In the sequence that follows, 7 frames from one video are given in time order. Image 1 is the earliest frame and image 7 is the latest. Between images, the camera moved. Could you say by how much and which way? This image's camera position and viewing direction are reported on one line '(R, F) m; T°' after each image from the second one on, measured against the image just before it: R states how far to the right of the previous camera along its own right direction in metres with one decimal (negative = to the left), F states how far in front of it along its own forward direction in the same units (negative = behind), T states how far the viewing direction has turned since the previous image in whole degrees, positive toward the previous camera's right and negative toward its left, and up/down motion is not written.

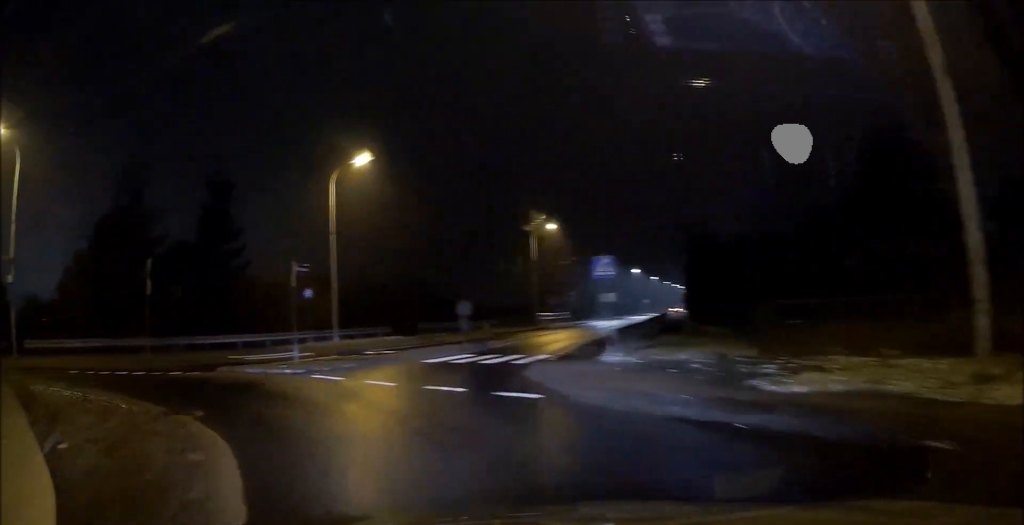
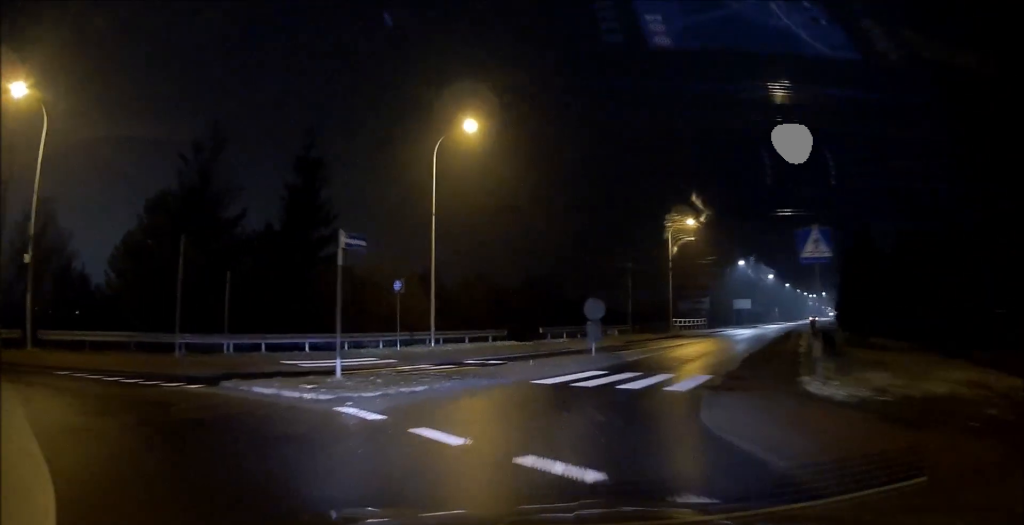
(-0.8, +5.8) m; -11°
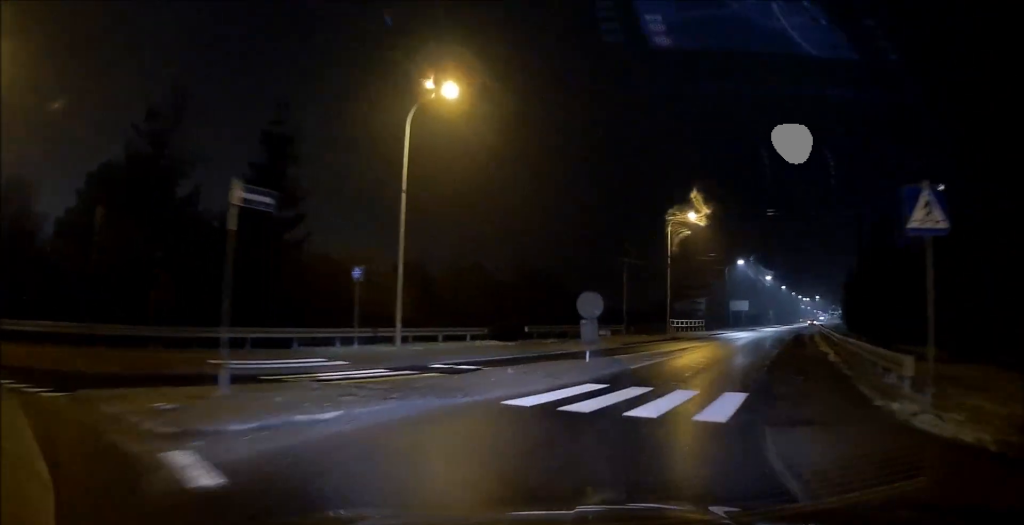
(-0.3, +3.7) m; -2°
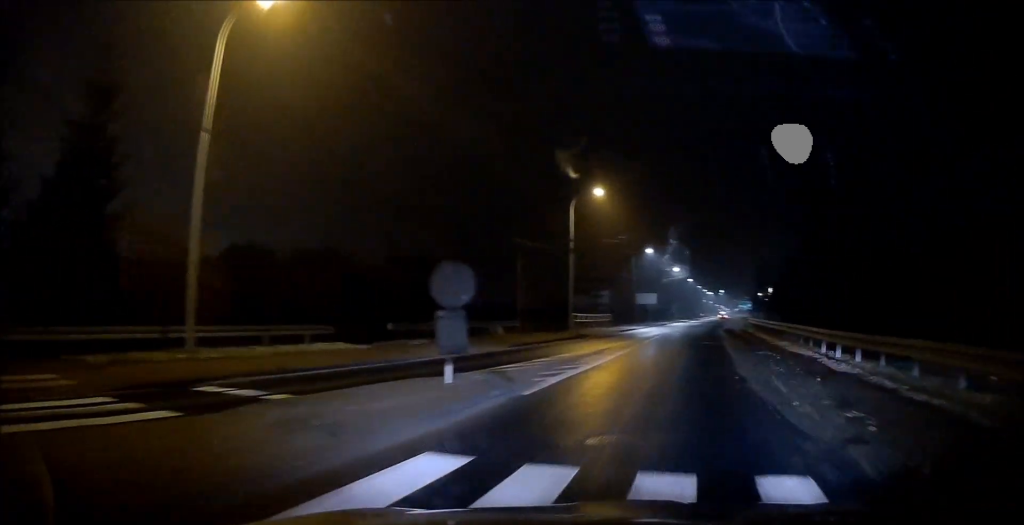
(-0.2, +7.1) m; +2°
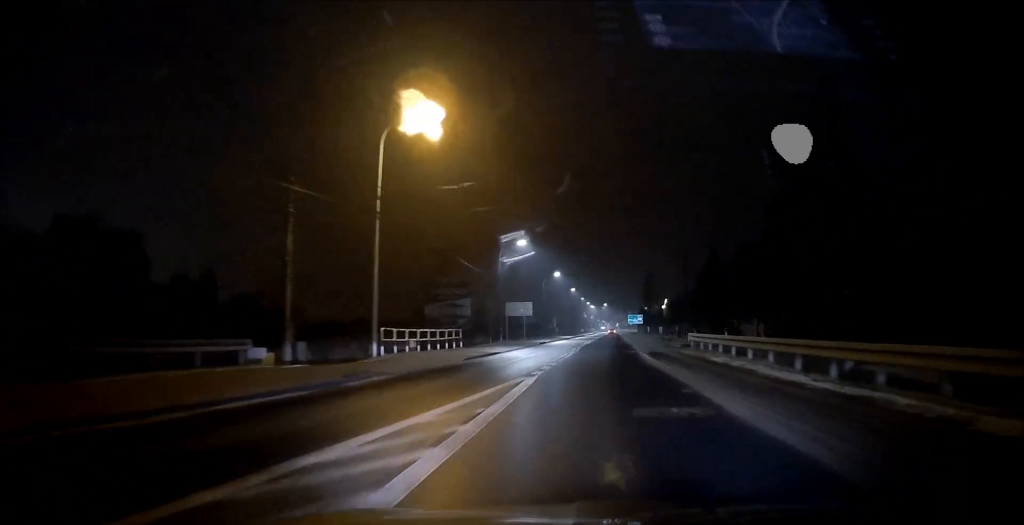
(+2.6, +17.6) m; +13°
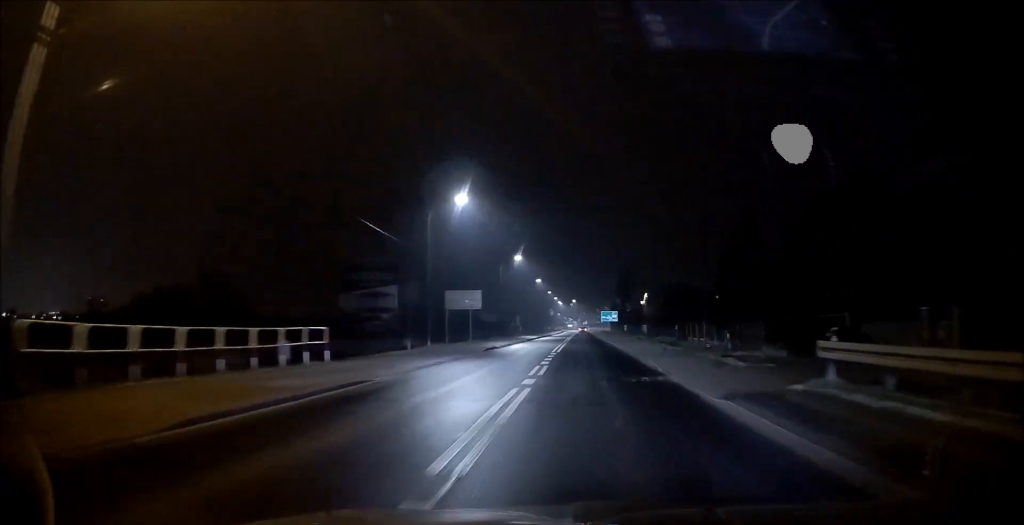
(+0.5, +16.2) m; +4°
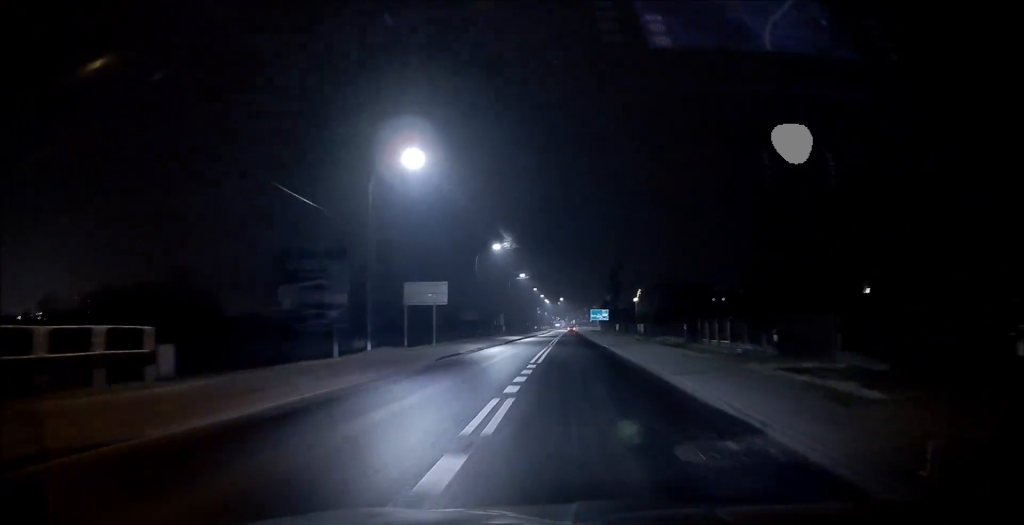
(+0.2, +8.3) m; +2°
